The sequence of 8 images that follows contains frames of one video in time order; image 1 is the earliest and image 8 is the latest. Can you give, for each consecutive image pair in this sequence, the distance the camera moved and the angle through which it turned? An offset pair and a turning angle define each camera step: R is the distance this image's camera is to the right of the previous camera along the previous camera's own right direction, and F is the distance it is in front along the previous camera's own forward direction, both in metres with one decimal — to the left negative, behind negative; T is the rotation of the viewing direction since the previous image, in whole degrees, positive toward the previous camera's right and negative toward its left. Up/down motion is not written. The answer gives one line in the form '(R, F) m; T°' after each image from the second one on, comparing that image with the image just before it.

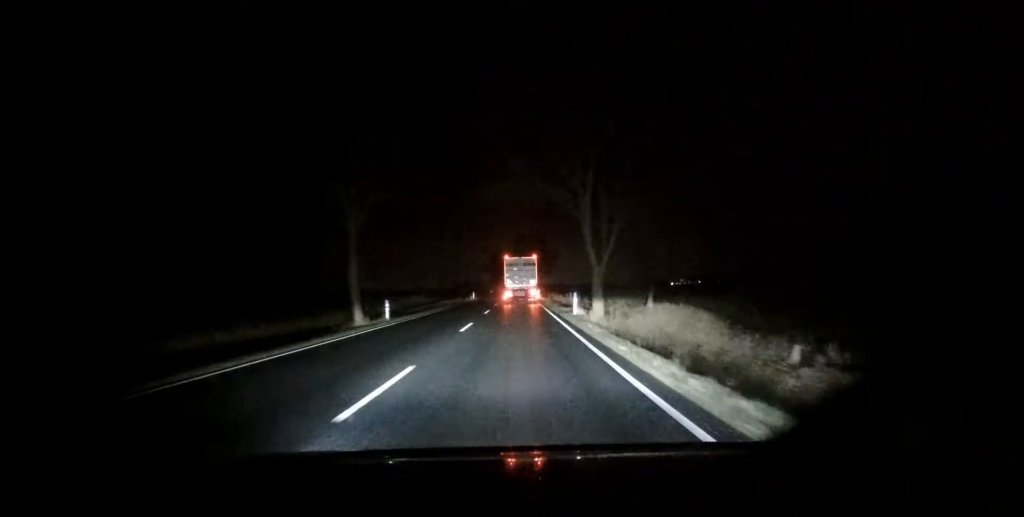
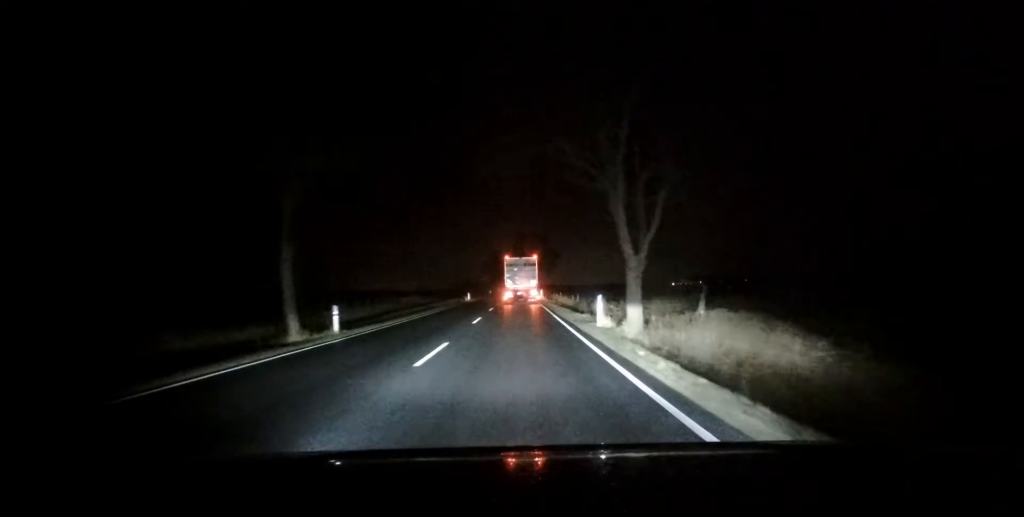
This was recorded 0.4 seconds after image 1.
(0.0, +7.9) m; 0°
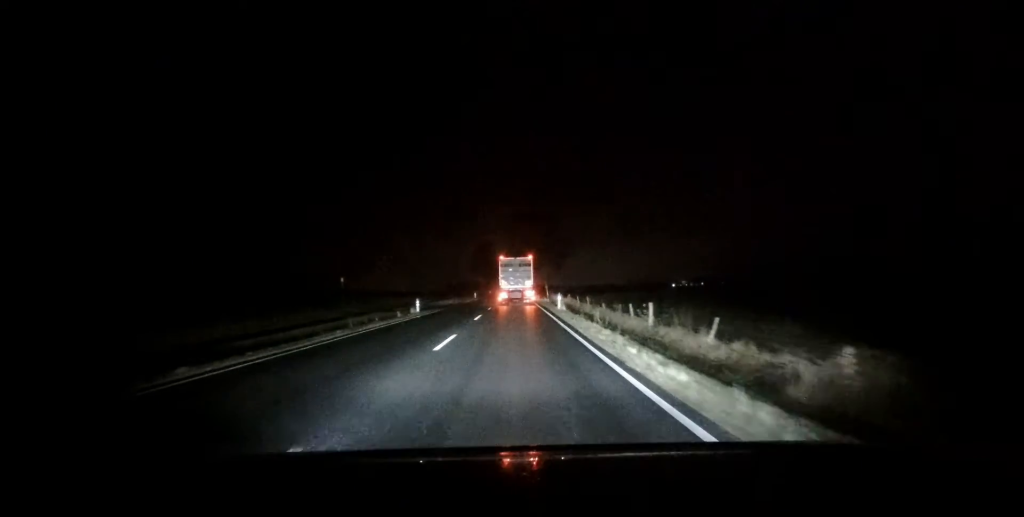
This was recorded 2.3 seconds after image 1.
(0.0, +33.7) m; 0°
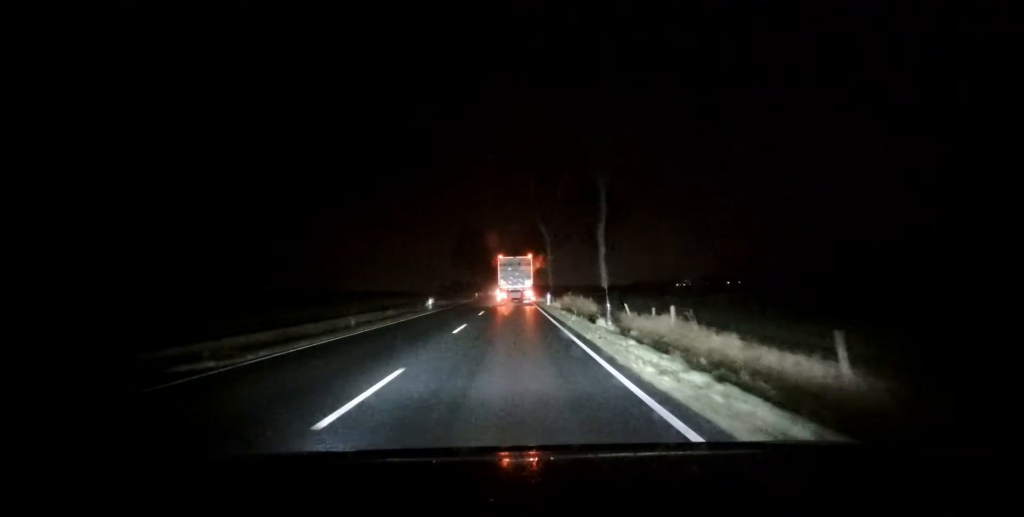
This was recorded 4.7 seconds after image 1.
(-0.1, +43.4) m; 0°
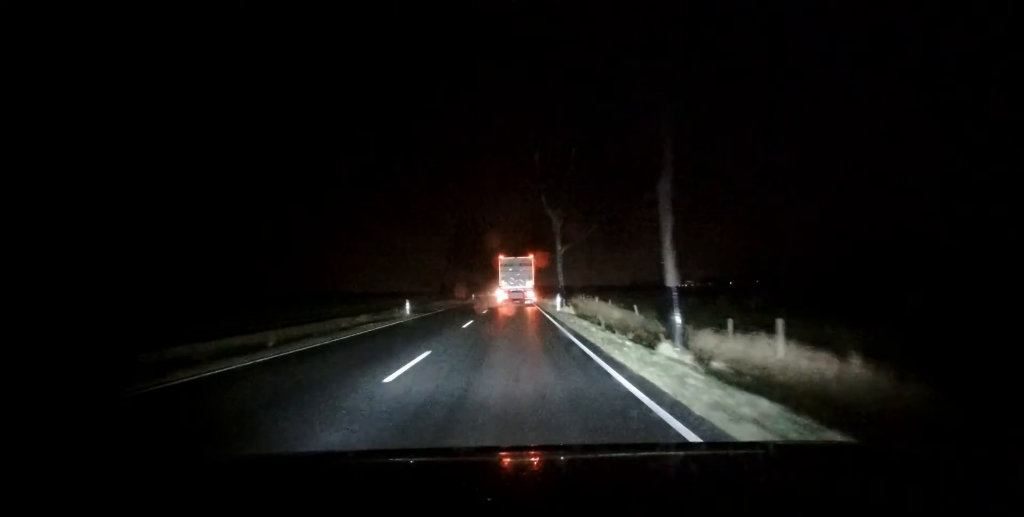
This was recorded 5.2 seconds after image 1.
(+0.1, +9.1) m; 0°
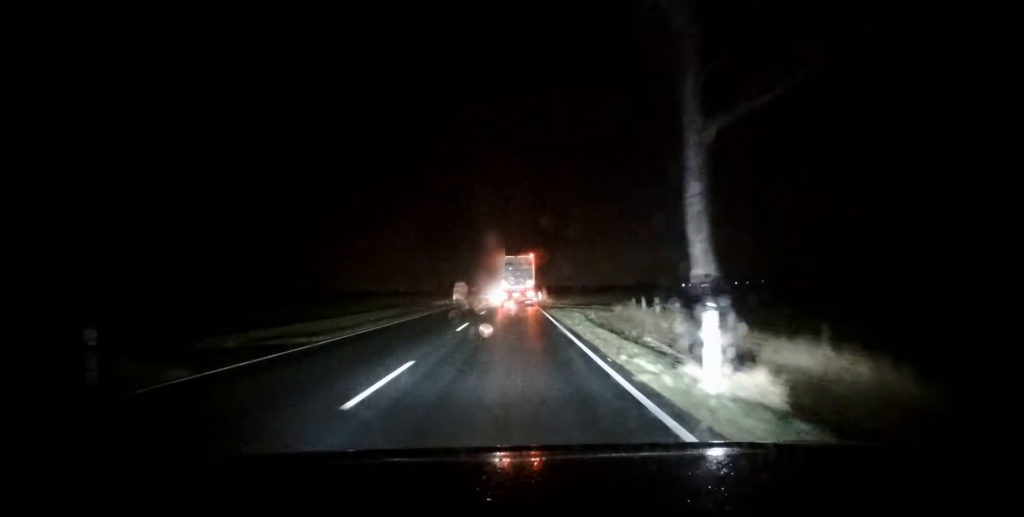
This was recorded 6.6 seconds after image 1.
(-0.3, +25.9) m; 0°
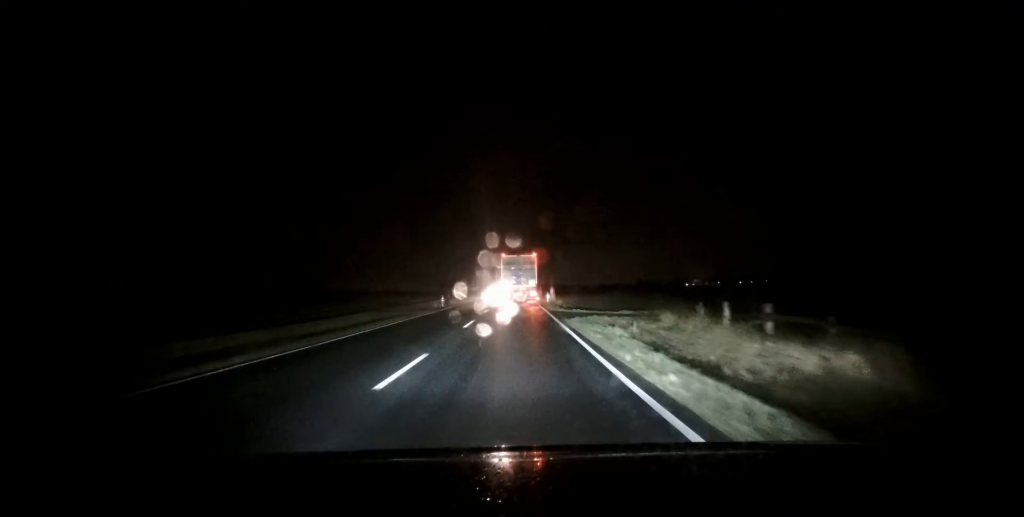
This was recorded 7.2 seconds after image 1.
(+0.2, +10.7) m; +1°
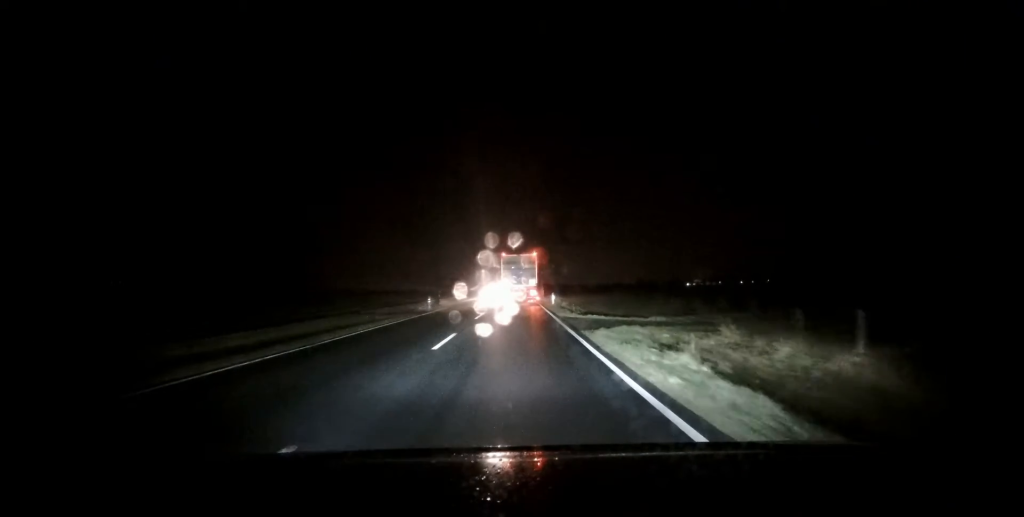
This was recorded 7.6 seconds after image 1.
(0.0, +7.1) m; 0°
